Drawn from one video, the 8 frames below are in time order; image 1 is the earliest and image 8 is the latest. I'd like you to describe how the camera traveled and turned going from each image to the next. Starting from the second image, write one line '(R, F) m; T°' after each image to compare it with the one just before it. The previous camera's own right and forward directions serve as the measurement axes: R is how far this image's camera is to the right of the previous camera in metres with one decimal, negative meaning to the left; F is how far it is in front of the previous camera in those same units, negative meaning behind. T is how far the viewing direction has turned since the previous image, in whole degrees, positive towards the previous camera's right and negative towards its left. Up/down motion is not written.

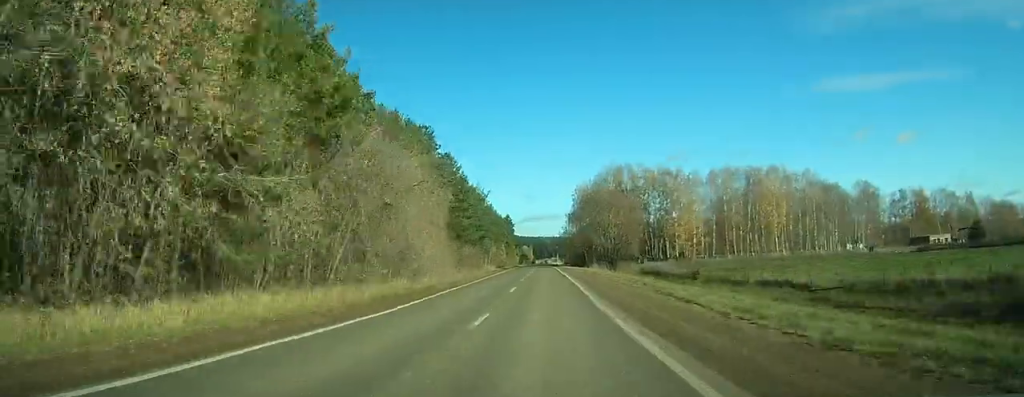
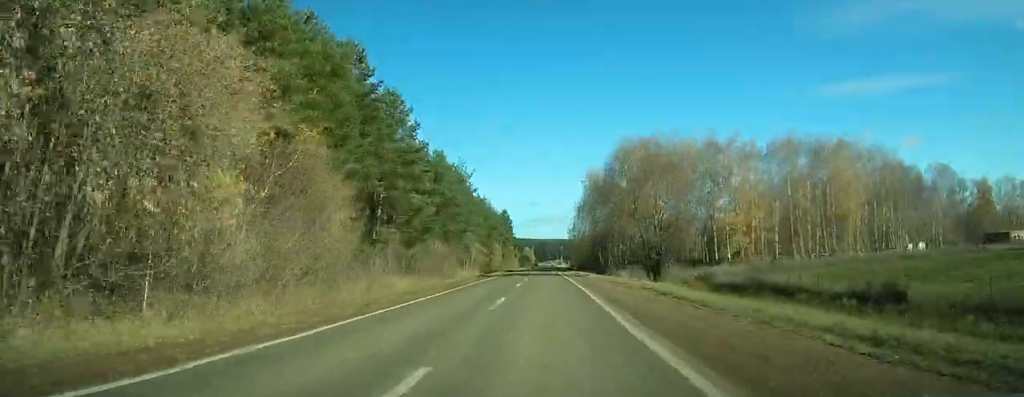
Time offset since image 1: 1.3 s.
(-1.0, +30.8) m; +4°
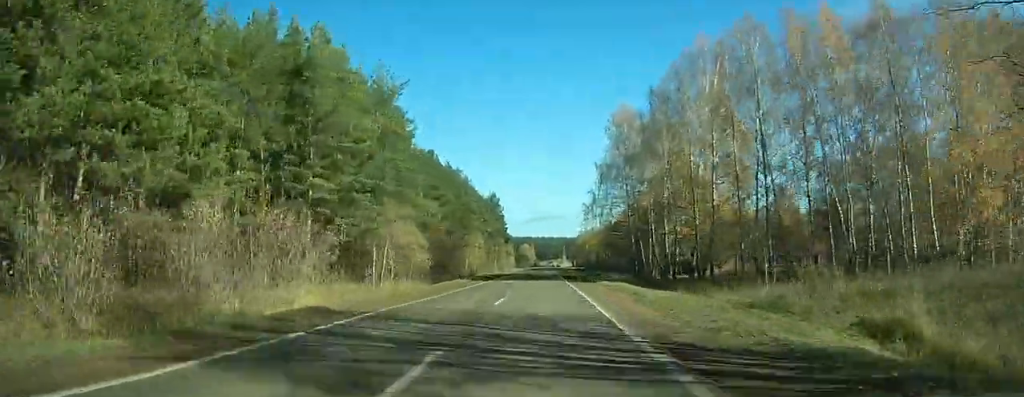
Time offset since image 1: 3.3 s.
(+0.1, +40.5) m; +19°
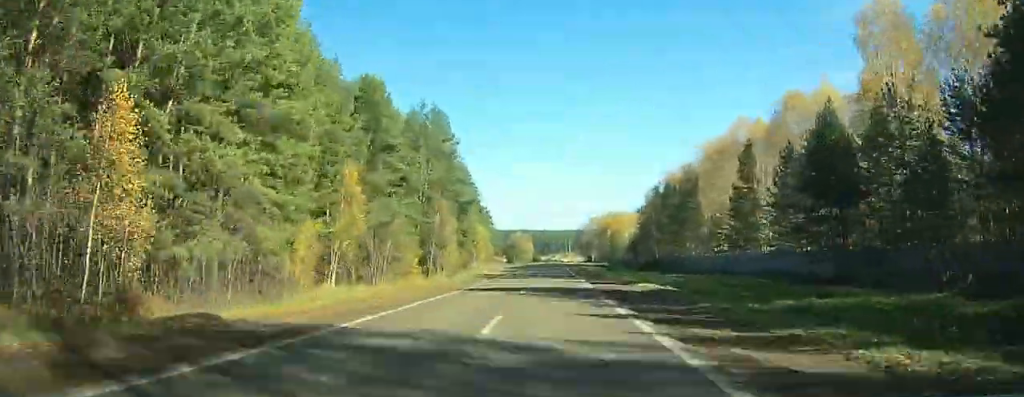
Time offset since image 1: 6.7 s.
(+3.0, +67.8) m; -32°
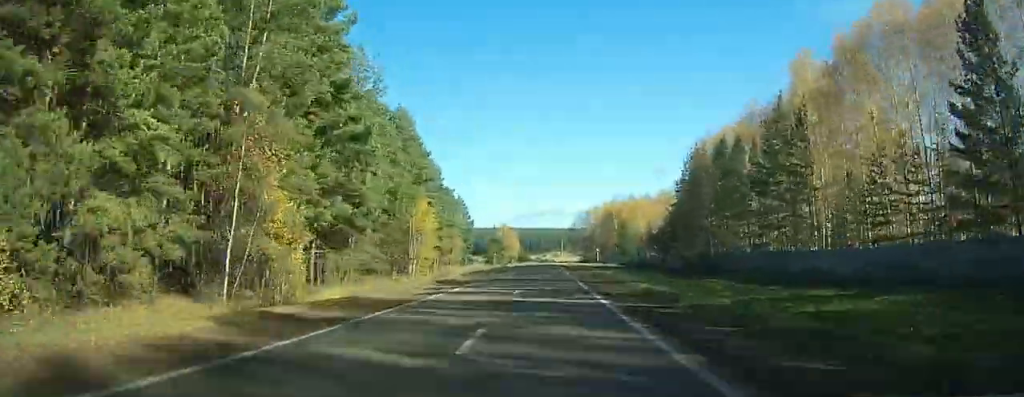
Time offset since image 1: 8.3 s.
(-9.2, +53.6) m; -5°
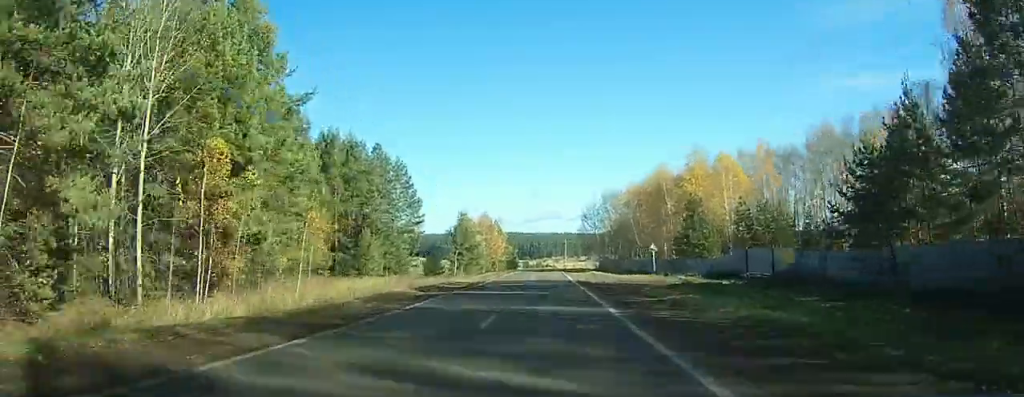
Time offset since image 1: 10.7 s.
(+1.5, +76.4) m; +9°
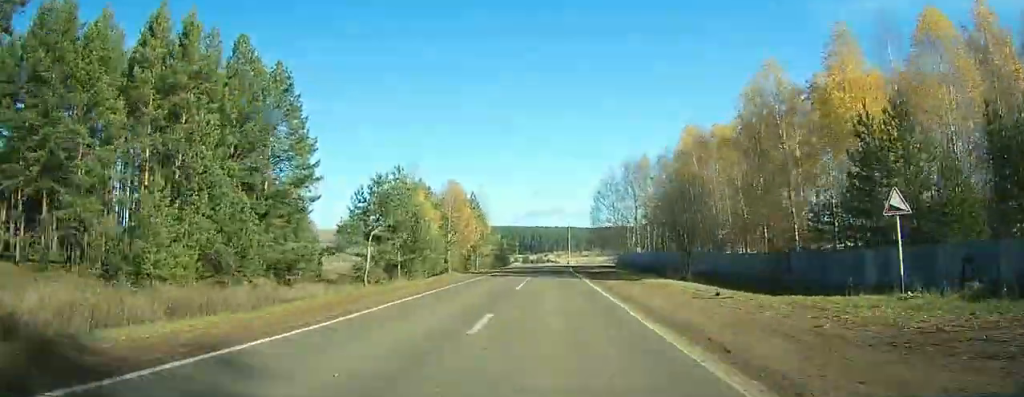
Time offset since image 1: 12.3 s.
(+5.9, +46.4) m; +7°
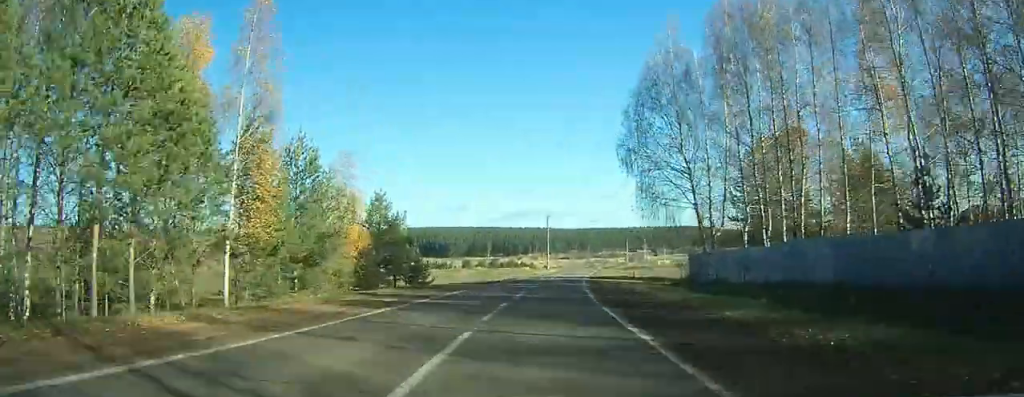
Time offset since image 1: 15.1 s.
(+3.0, +72.8) m; +3°
